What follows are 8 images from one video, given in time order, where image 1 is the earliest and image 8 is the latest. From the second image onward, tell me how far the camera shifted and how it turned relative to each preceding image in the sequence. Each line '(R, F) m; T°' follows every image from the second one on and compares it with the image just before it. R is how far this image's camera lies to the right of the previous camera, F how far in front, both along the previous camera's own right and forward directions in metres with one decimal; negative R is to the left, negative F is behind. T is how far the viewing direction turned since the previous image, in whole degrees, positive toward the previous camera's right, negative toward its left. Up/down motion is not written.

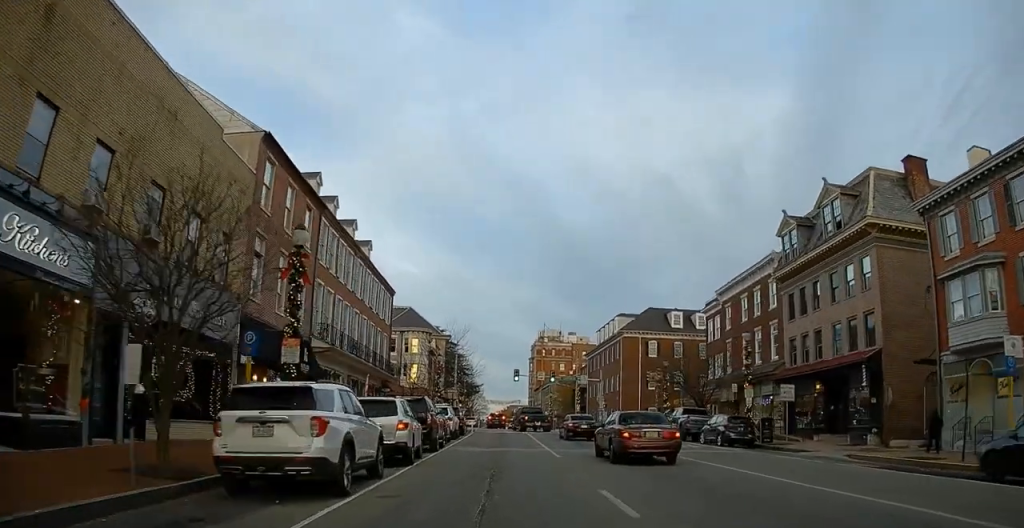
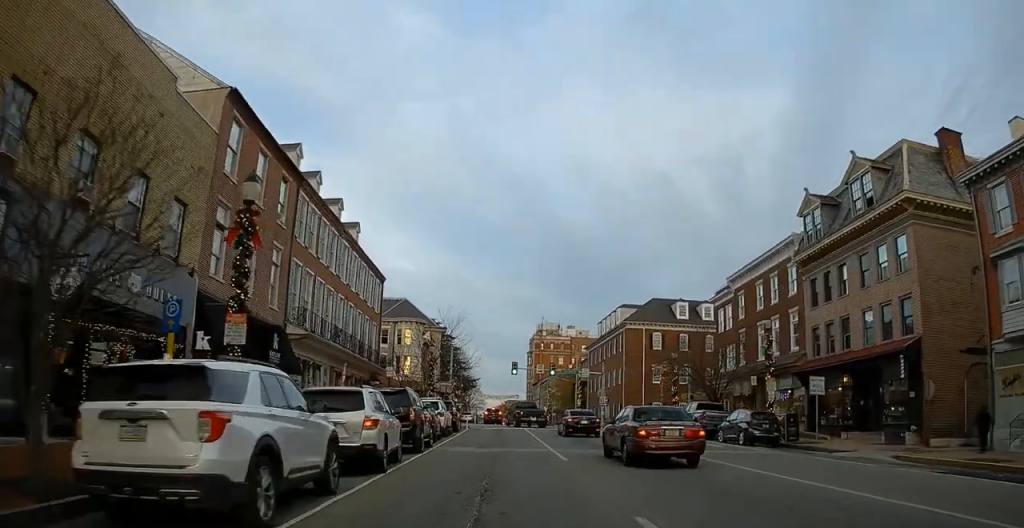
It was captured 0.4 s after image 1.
(+0.1, +3.4) m; 0°
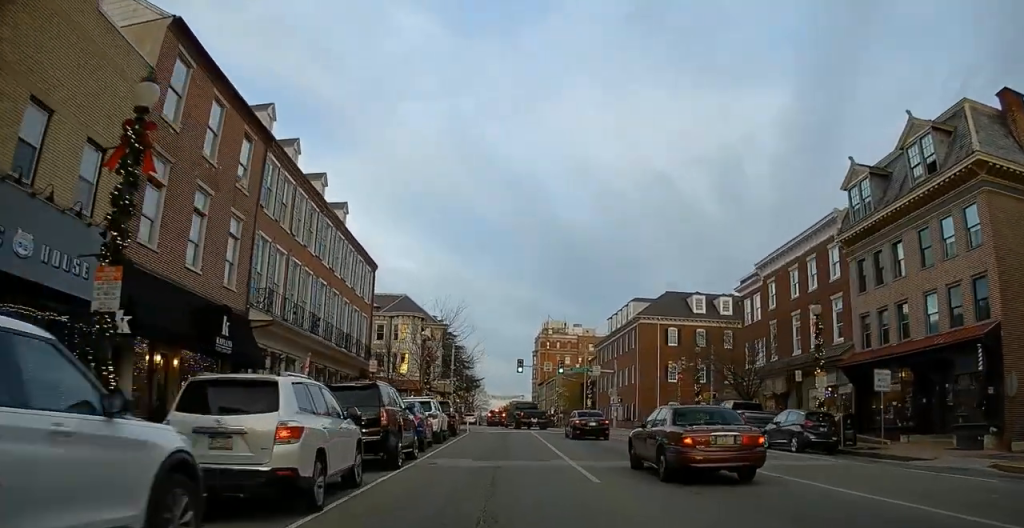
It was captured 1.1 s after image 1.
(-0.1, +5.0) m; 0°
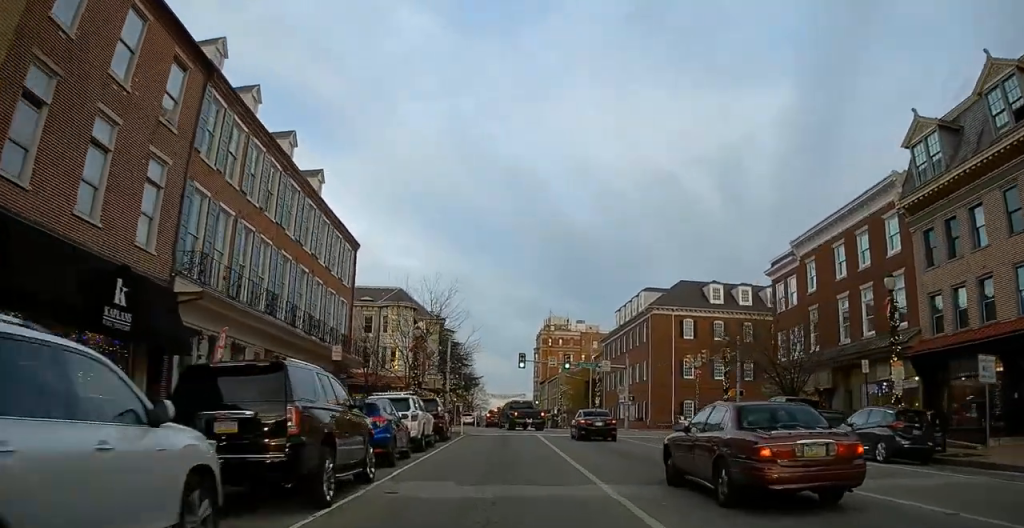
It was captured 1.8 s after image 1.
(-0.1, +6.0) m; 0°
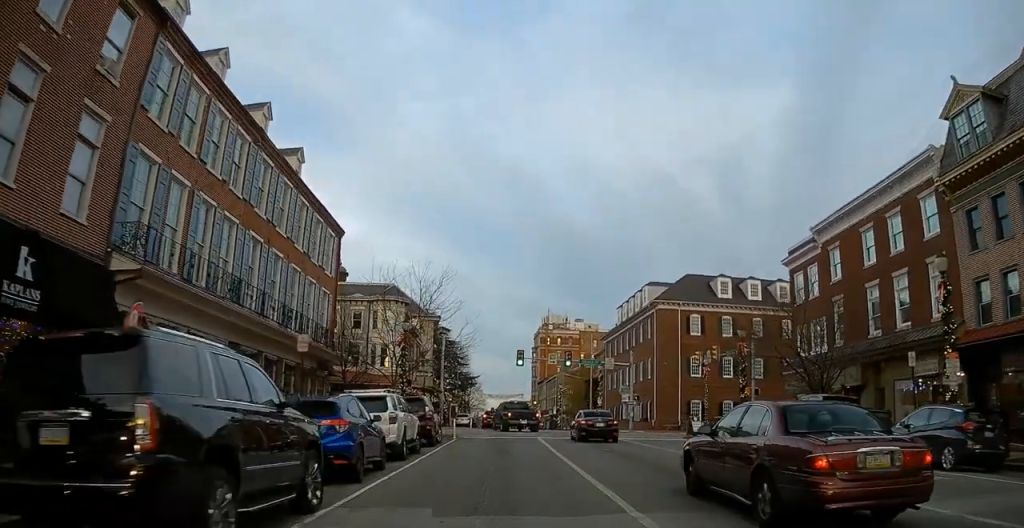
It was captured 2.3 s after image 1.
(+0.1, +3.4) m; +1°
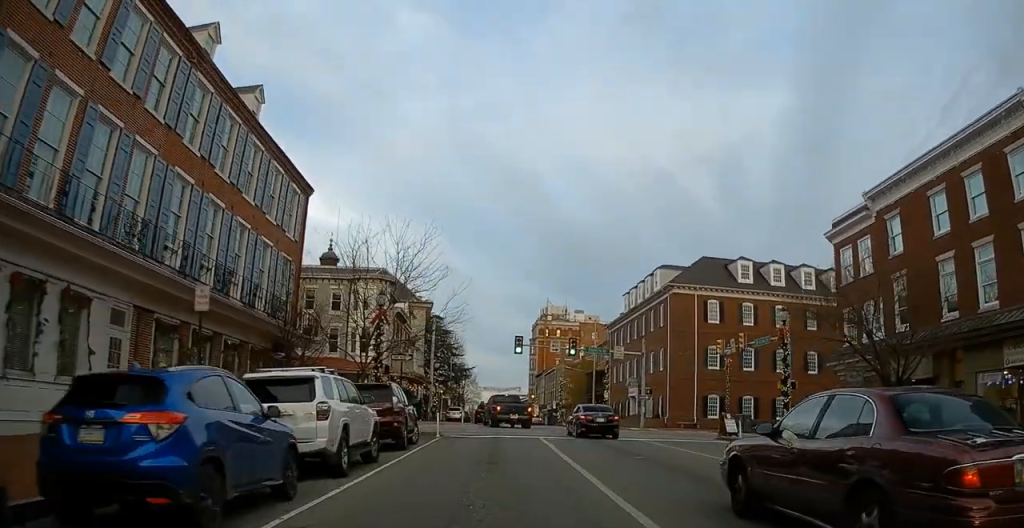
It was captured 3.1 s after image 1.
(0.0, +6.2) m; 0°
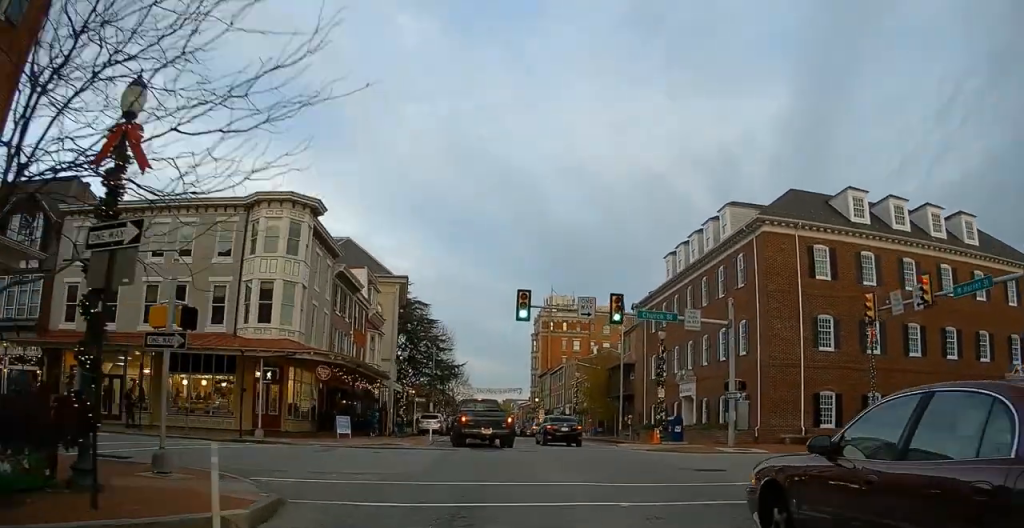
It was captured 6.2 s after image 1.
(-0.1, +20.9) m; -1°
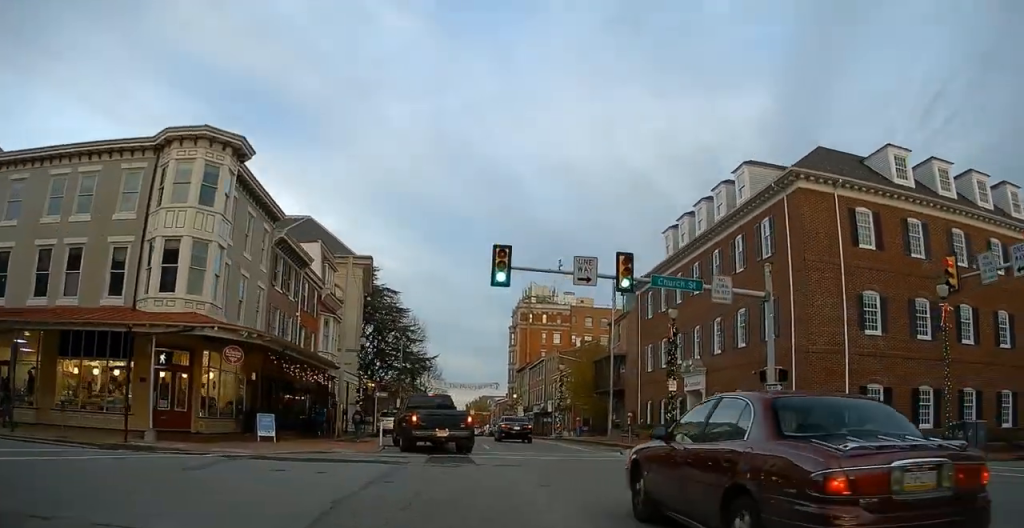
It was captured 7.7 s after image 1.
(-0.1, +7.1) m; 0°
